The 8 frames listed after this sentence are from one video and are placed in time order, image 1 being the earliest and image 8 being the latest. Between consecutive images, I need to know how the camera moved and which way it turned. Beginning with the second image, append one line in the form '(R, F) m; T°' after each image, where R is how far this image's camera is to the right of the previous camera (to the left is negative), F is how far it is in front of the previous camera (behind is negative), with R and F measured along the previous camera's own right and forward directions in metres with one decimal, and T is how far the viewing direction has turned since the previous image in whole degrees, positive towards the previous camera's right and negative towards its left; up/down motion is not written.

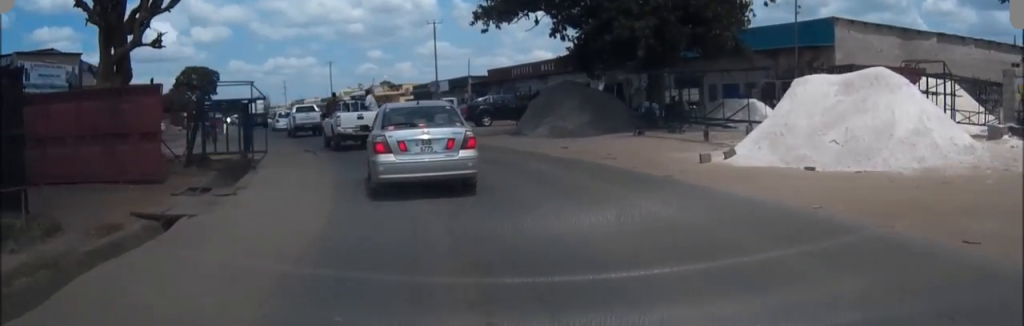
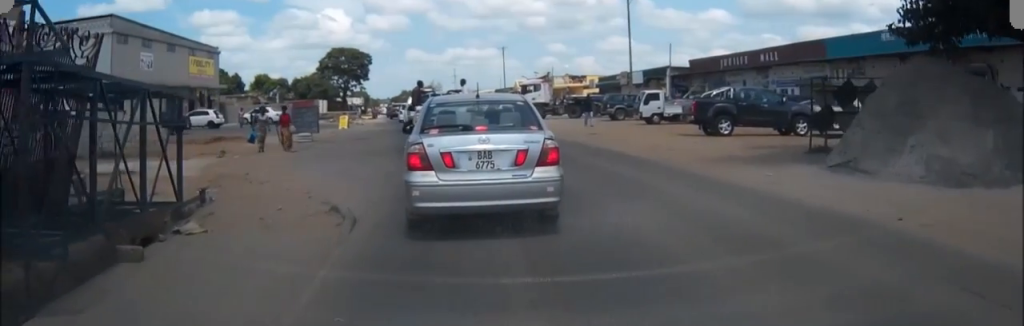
(-2.8, +15.9) m; -17°
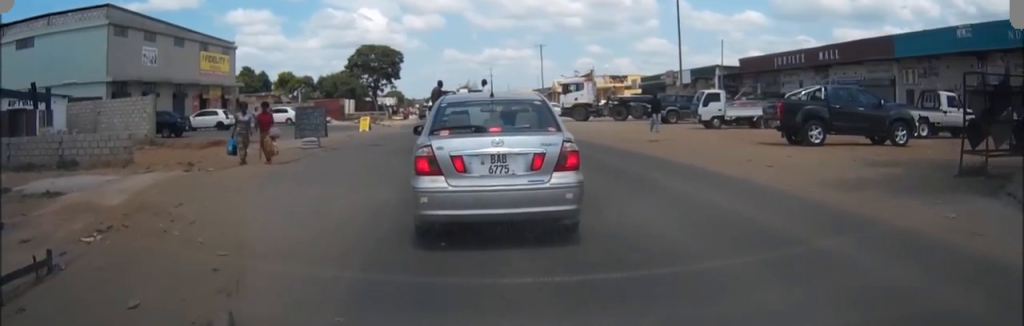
(+0.1, +5.1) m; -2°
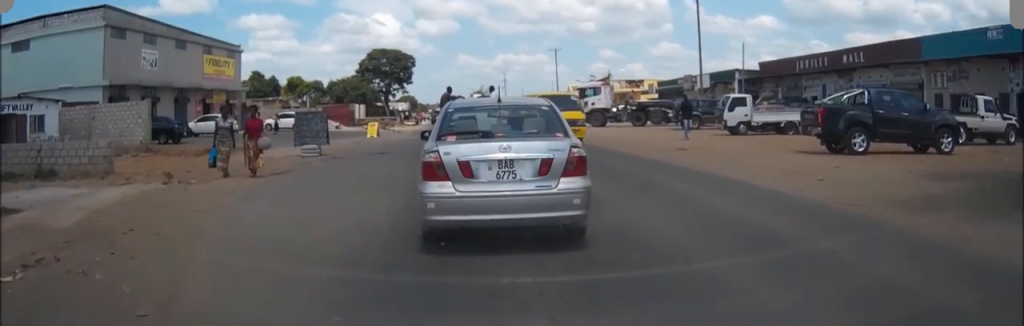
(-0.1, +2.1) m; -2°
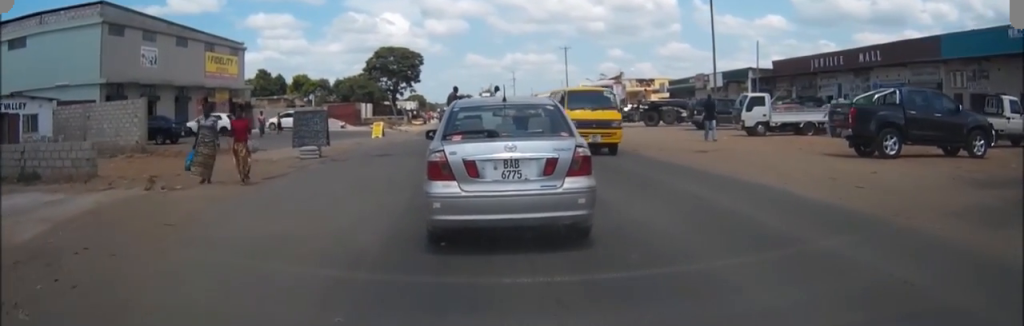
(0.0, +1.3) m; 0°
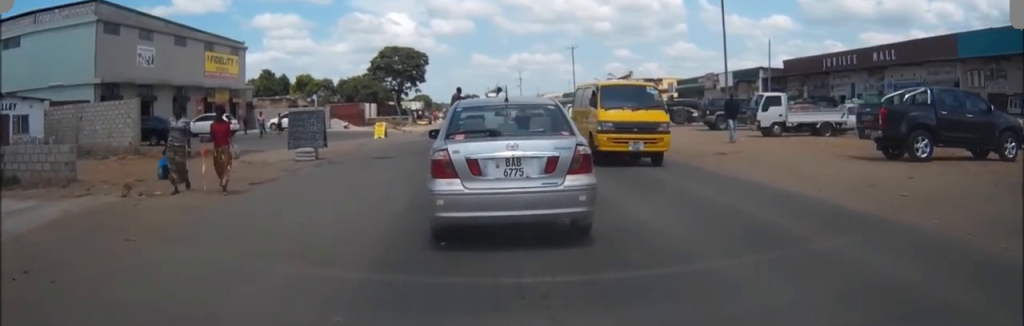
(0.0, +1.3) m; 0°
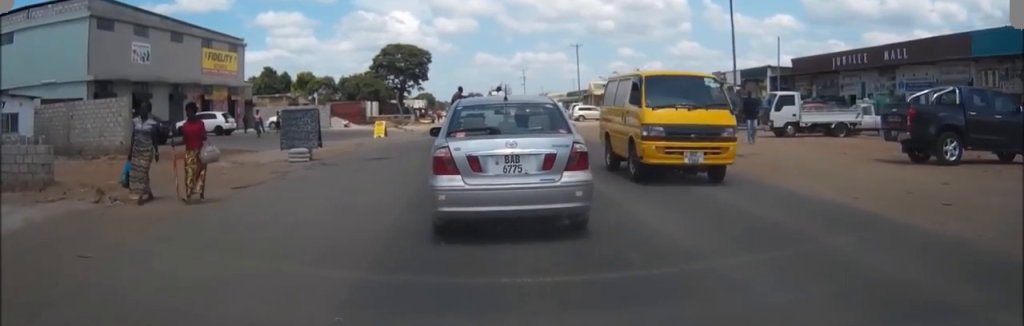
(0.0, +1.1) m; -1°
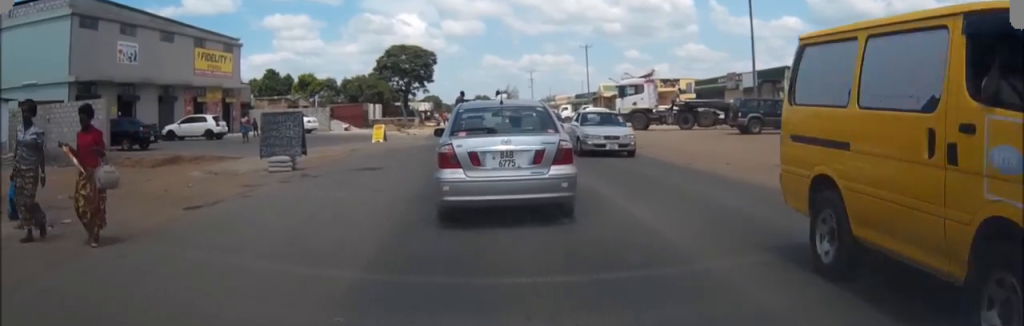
(-0.1, +2.6) m; -1°
